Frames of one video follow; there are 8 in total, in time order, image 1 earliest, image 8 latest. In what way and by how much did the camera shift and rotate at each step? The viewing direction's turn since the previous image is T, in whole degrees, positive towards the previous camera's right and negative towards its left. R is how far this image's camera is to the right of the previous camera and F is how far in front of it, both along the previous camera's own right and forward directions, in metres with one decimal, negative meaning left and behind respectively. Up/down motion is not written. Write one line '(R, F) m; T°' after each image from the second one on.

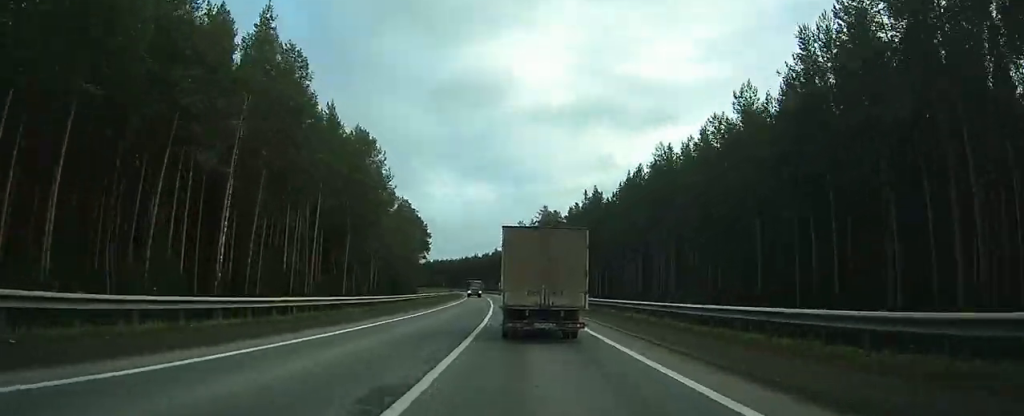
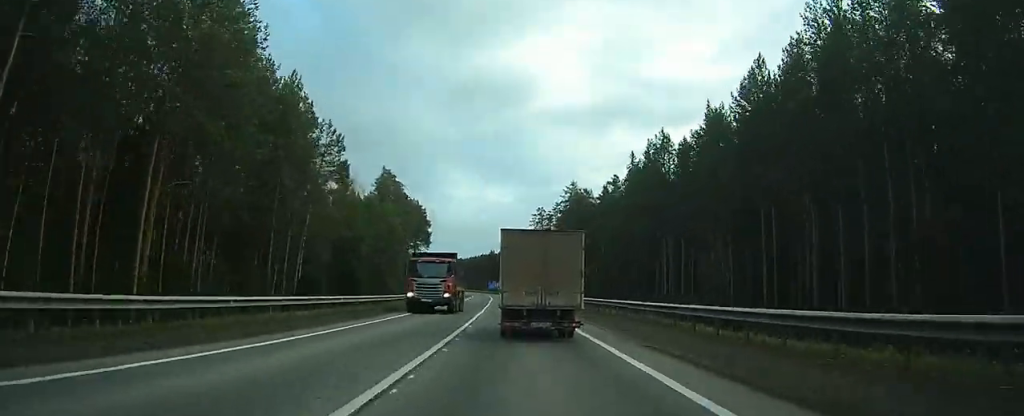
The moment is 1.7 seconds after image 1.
(-0.7, +39.7) m; -2°
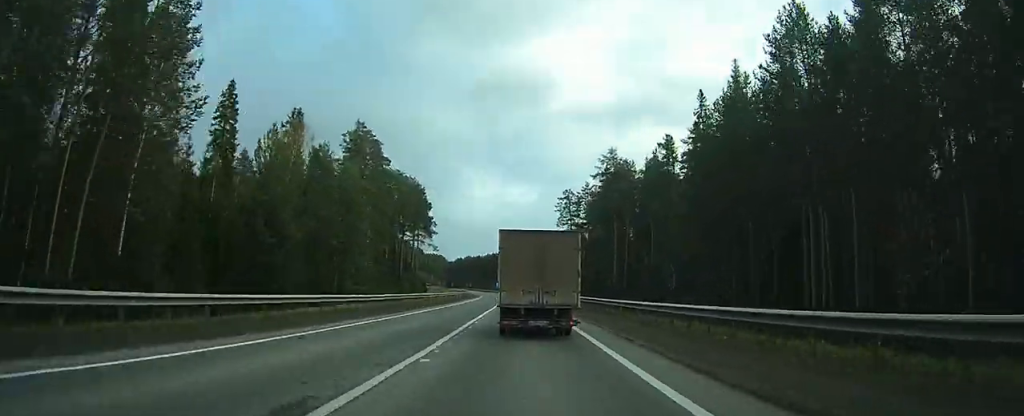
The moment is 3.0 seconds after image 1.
(-0.5, +31.6) m; -2°
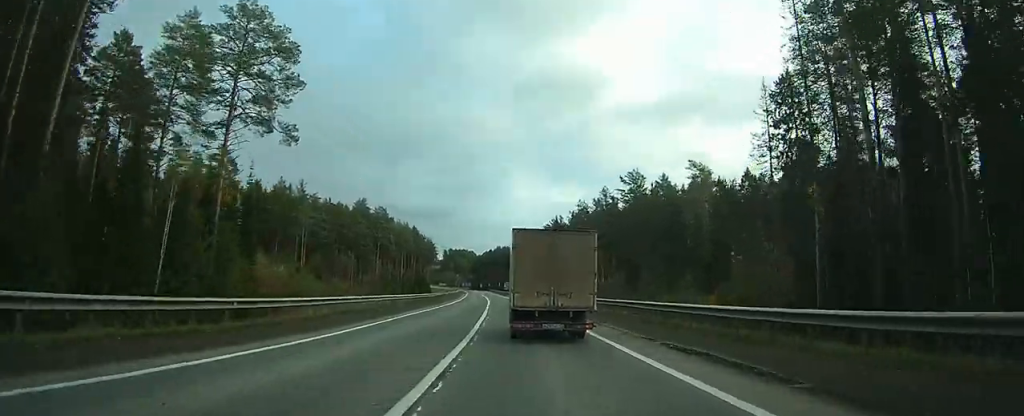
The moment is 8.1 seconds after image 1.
(-5.9, +120.7) m; -5°
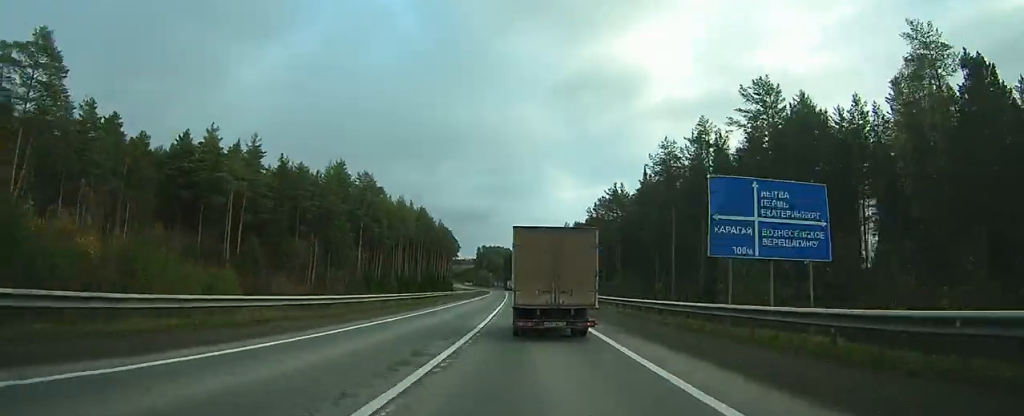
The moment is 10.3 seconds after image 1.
(-1.3, +51.6) m; -2°
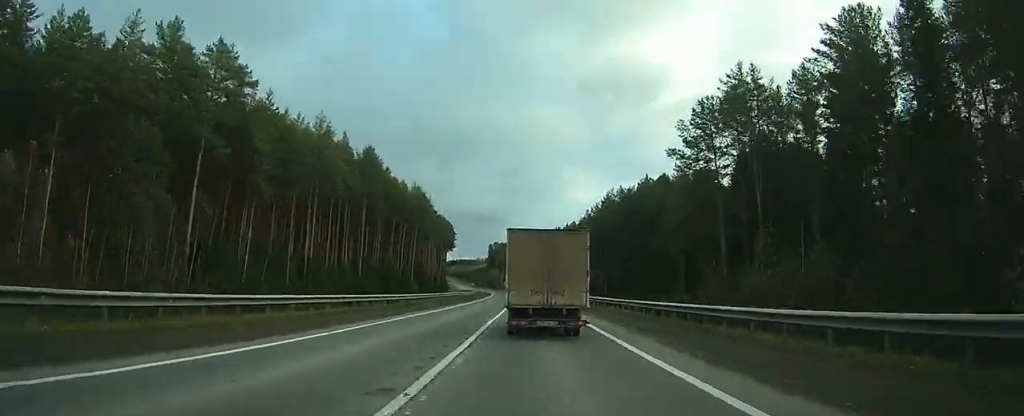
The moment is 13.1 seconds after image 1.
(+0.4, +65.2) m; -1°
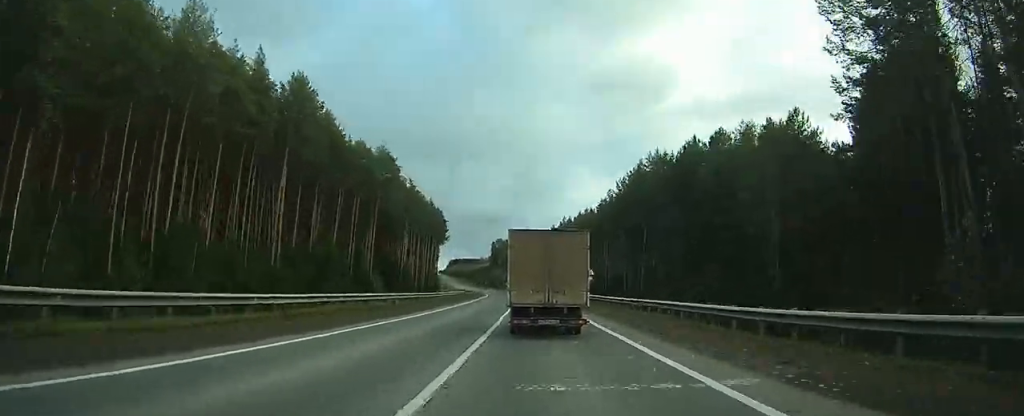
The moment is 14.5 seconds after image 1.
(+0.7, +31.2) m; -3°
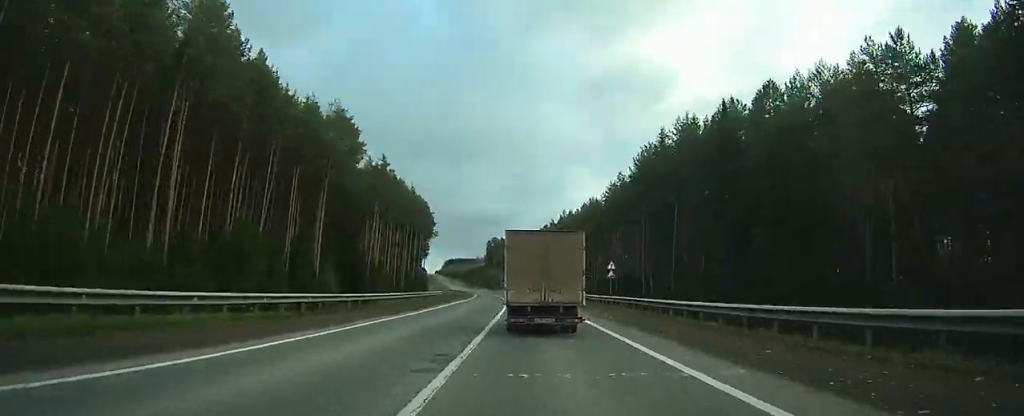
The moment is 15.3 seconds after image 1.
(-2.2, +19.2) m; -2°
